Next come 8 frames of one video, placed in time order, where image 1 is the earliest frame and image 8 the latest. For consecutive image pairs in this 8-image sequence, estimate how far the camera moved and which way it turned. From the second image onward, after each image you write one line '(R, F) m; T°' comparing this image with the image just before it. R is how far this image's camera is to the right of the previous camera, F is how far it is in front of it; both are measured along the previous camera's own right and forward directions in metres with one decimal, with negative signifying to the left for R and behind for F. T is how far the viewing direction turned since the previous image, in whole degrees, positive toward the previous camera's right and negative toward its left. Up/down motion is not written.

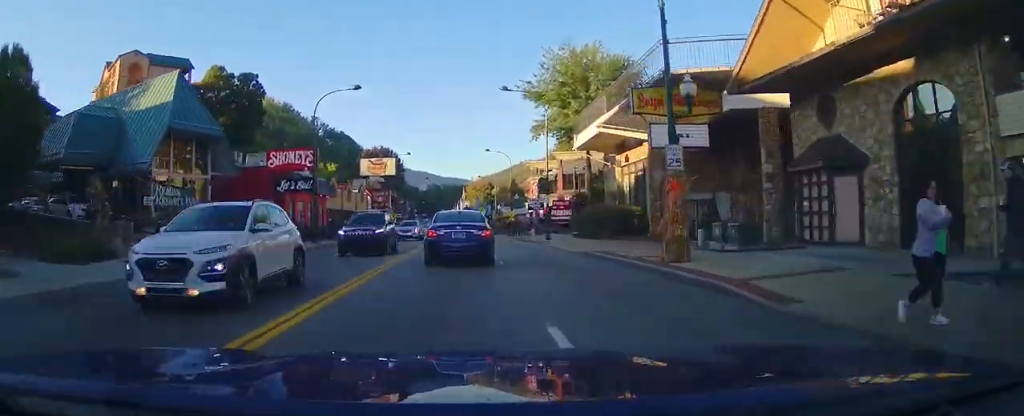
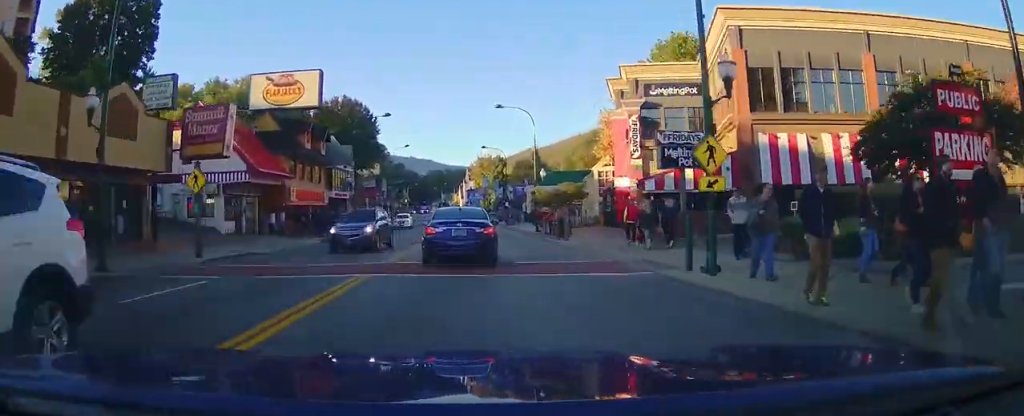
(+0.5, +51.8) m; +1°
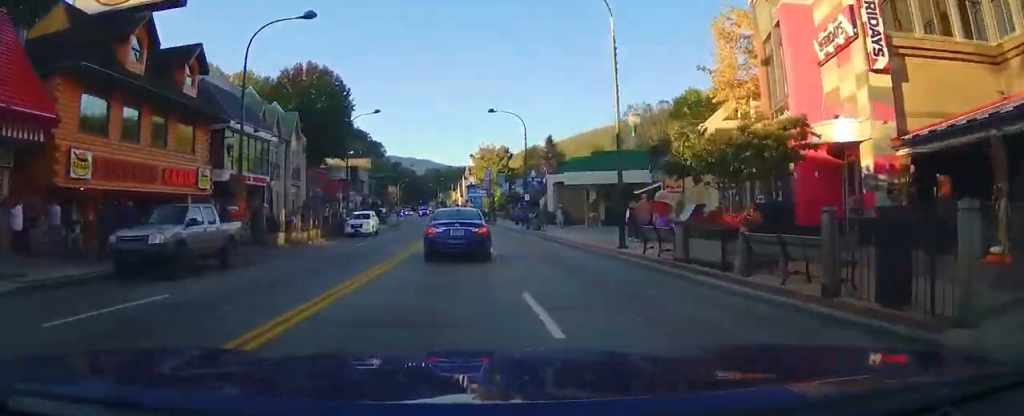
(0.0, +25.0) m; -1°
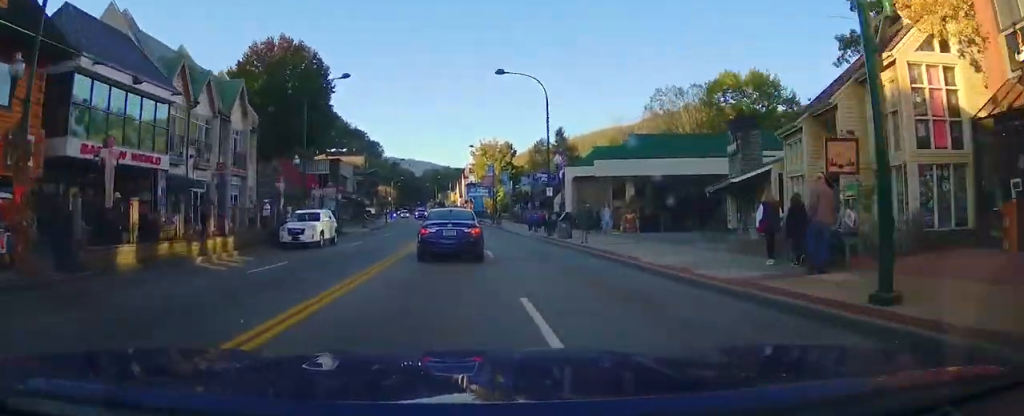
(+0.1, +12.7) m; -1°
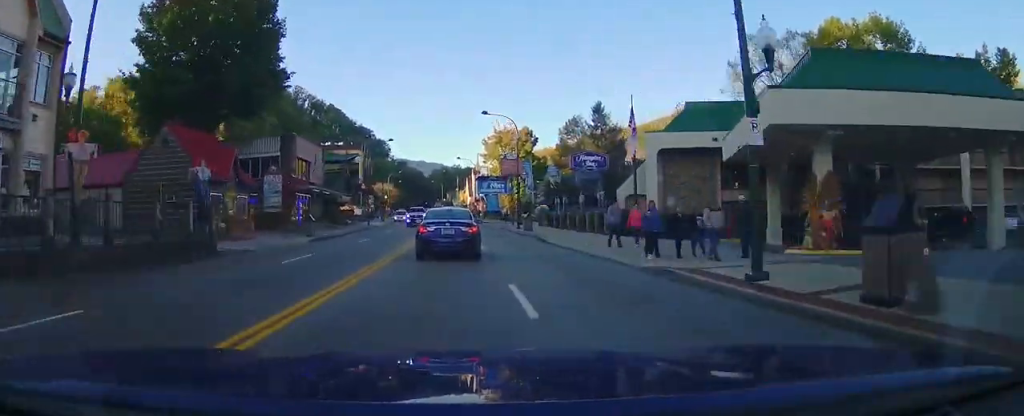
(-0.4, +22.5) m; -1°
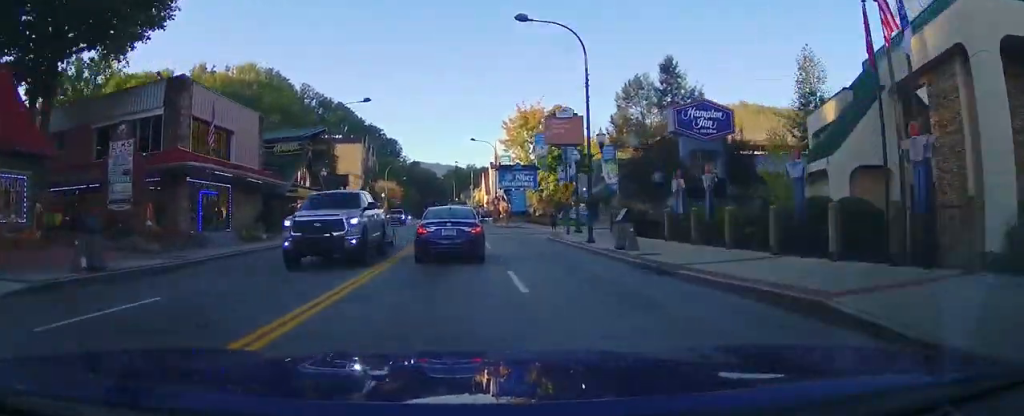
(-0.3, +21.4) m; -1°
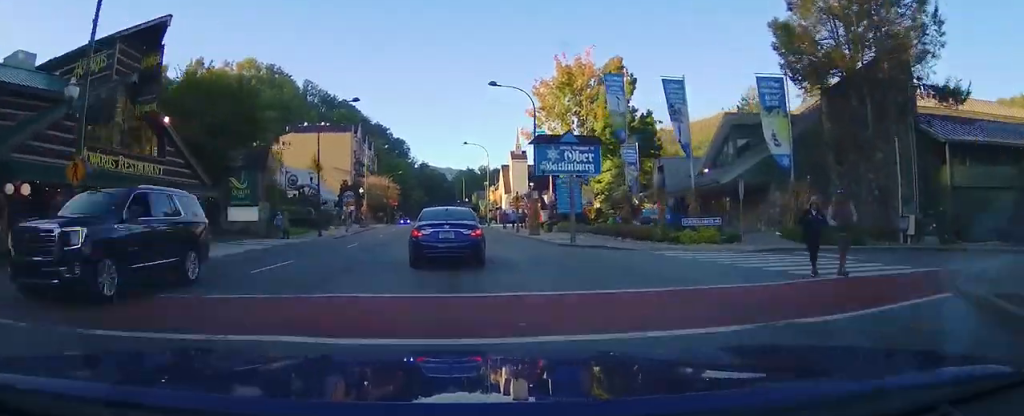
(+0.1, +28.4) m; -1°
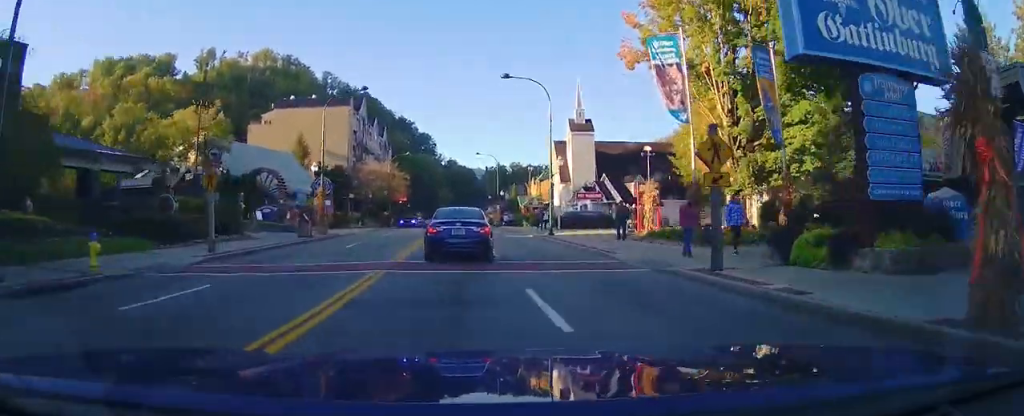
(-0.9, +32.2) m; -2°
